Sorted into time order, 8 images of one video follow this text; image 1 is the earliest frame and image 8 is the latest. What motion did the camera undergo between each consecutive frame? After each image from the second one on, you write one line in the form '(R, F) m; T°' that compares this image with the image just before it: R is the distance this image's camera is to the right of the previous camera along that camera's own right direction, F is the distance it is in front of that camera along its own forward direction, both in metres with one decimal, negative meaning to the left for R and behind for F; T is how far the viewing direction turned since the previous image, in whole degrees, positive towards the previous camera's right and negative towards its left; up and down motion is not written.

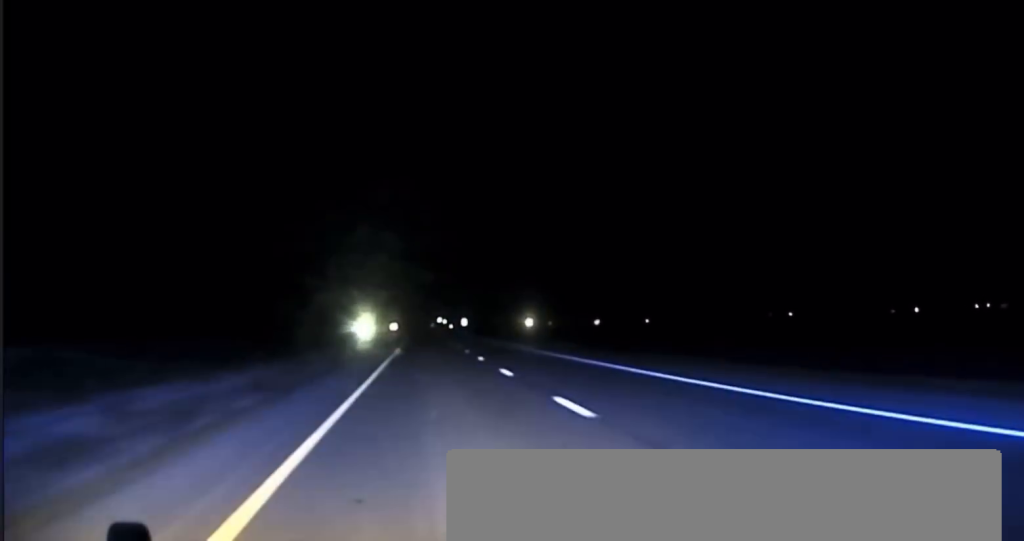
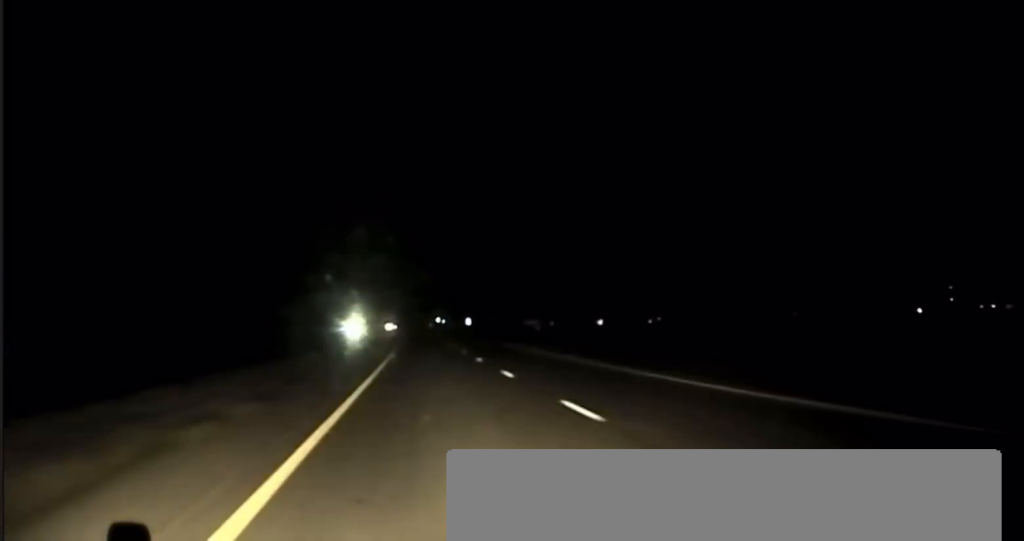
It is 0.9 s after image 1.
(0.0, +37.3) m; 0°
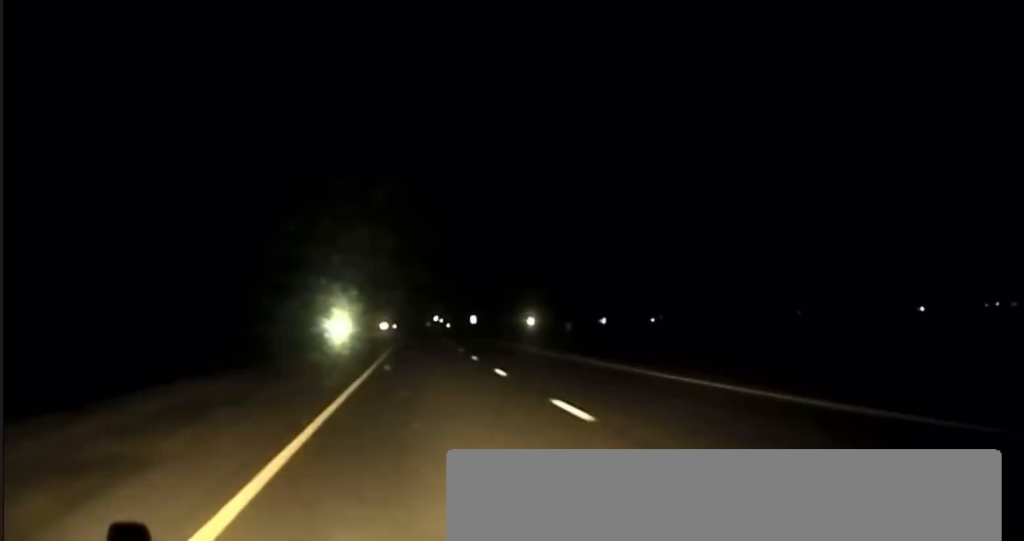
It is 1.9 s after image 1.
(0.0, +37.4) m; 0°
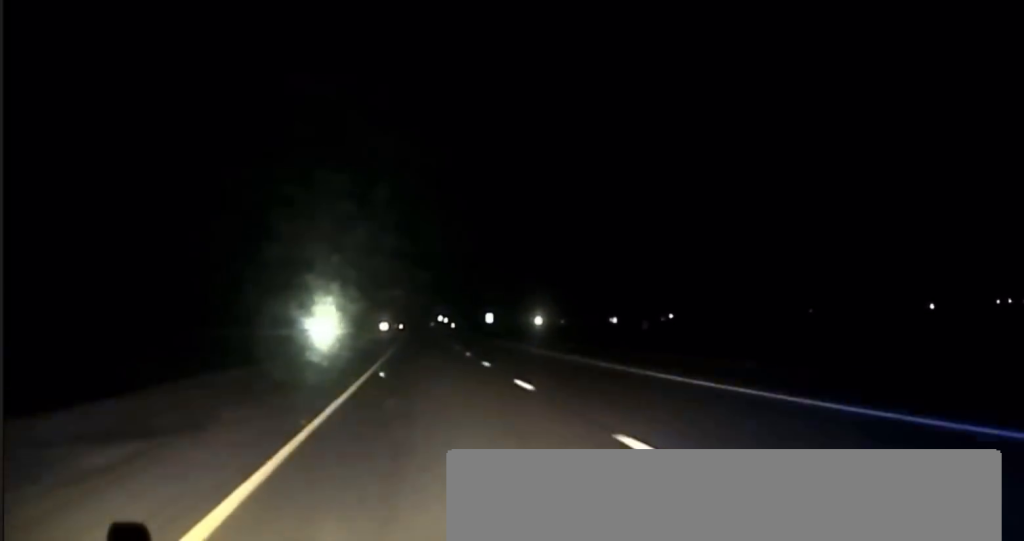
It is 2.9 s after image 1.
(0.0, +42.6) m; 0°
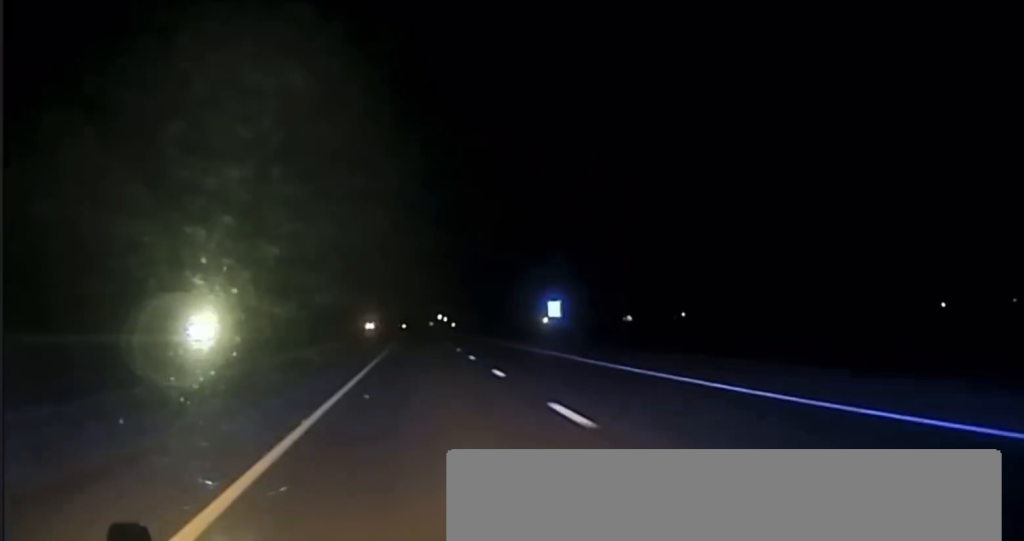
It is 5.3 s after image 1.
(0.0, +93.3) m; 0°
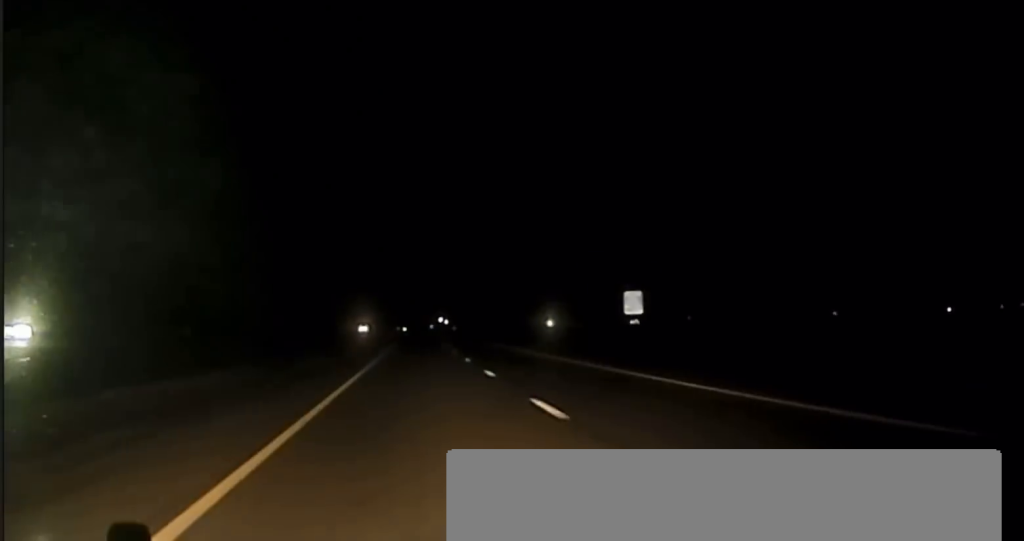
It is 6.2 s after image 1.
(0.0, +35.3) m; 0°
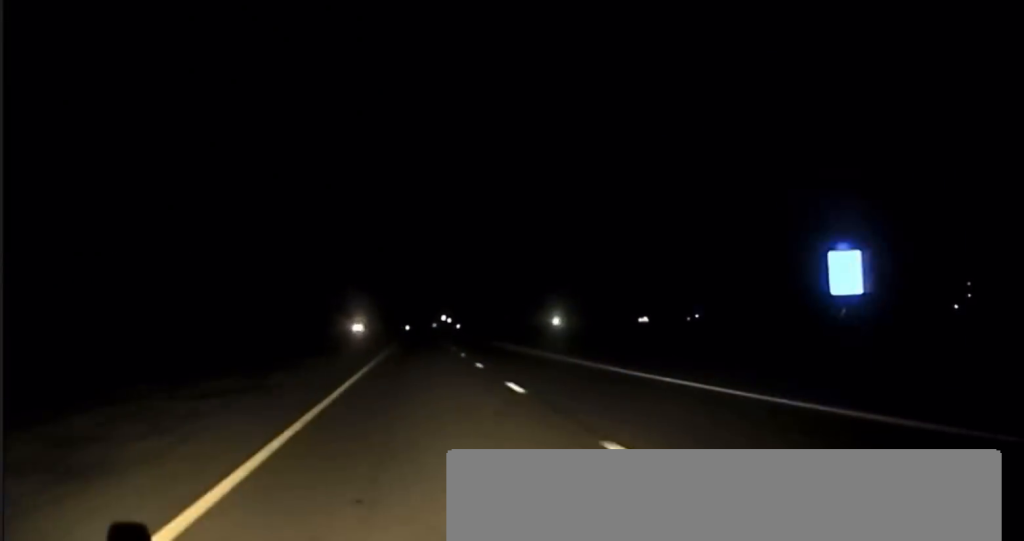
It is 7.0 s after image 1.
(0.0, +31.5) m; -1°
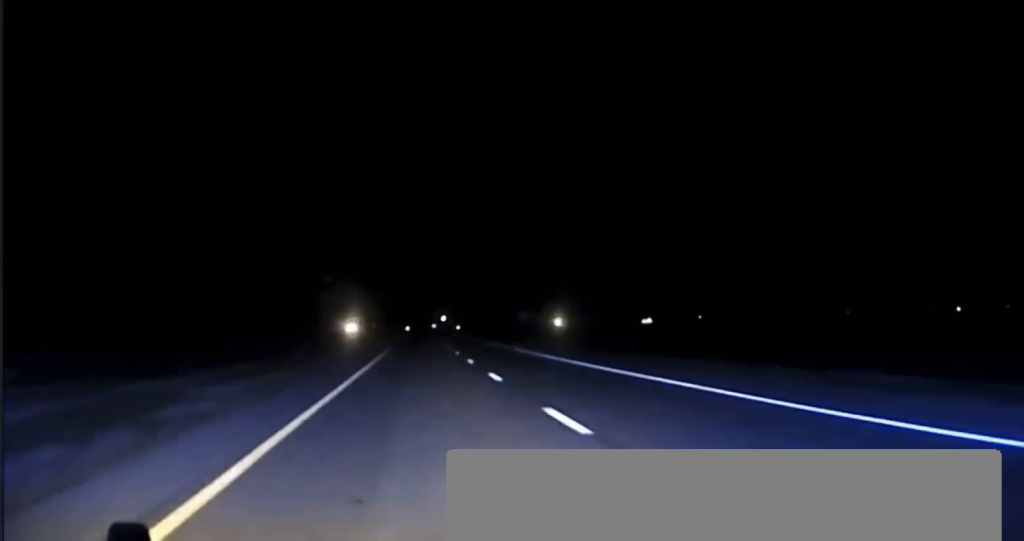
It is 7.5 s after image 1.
(-0.1, +19.7) m; 0°
